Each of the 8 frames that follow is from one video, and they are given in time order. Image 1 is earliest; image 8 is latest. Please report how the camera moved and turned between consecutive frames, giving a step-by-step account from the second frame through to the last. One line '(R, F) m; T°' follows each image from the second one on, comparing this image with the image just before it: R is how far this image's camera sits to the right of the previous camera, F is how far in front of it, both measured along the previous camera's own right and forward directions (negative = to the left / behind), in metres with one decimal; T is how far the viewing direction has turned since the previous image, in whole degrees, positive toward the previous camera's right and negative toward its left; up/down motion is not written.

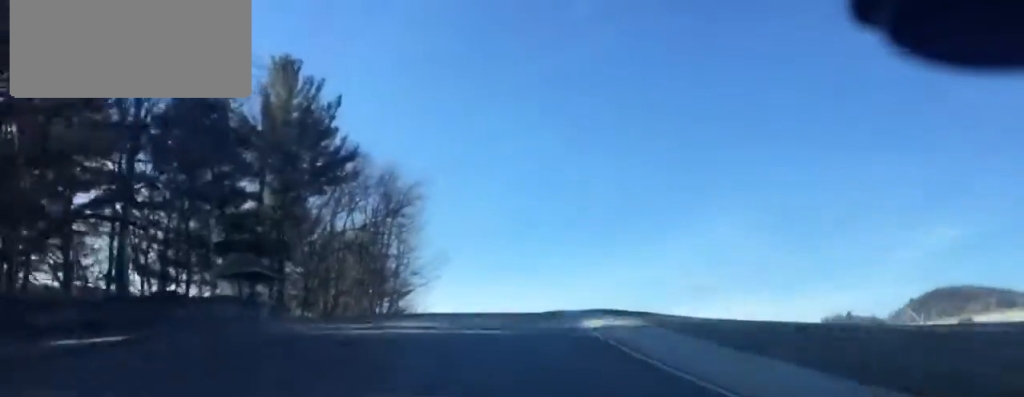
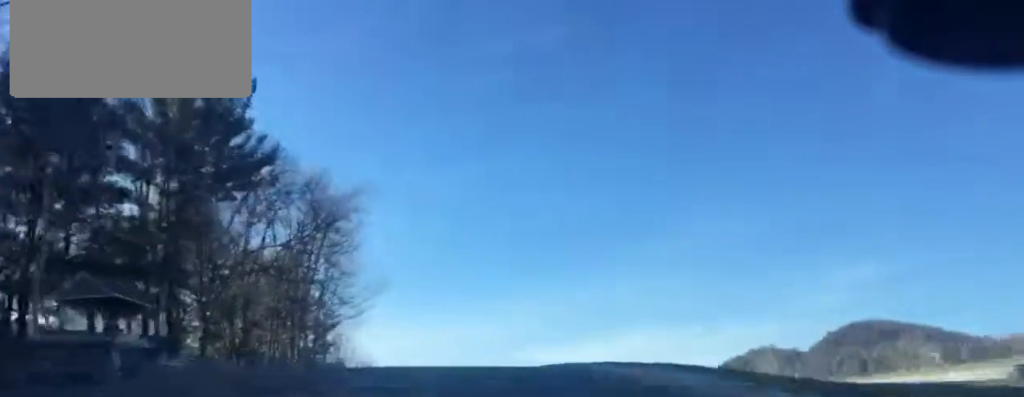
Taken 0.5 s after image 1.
(+4.3, +14.9) m; +13°
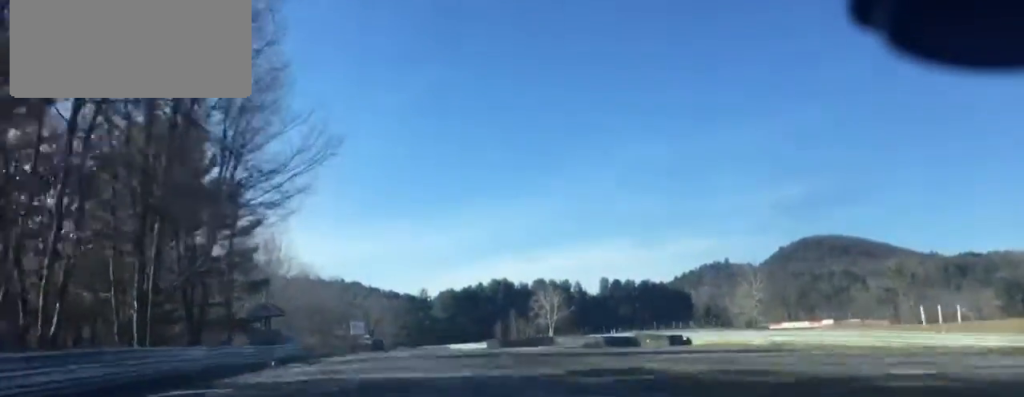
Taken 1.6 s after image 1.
(+9.3, +35.5) m; +16°
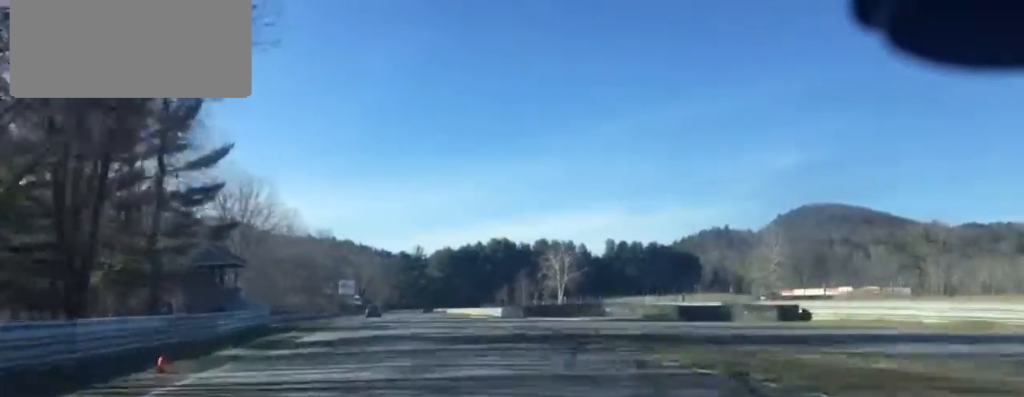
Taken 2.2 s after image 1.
(+1.3, +20.6) m; 0°
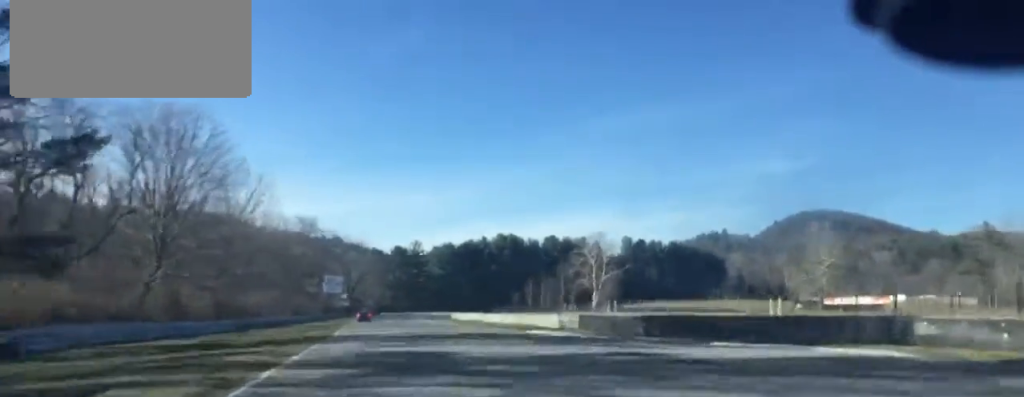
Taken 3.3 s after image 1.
(-3.7, +38.5) m; -5°
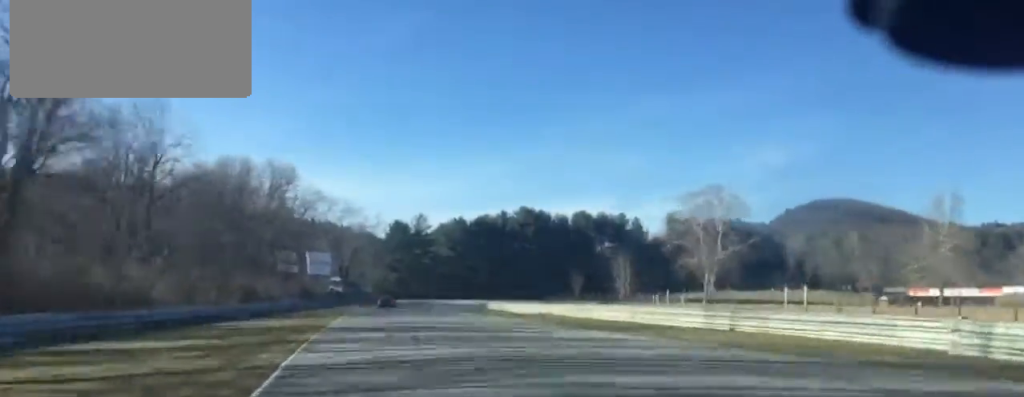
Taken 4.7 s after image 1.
(-0.5, +53.6) m; -1°
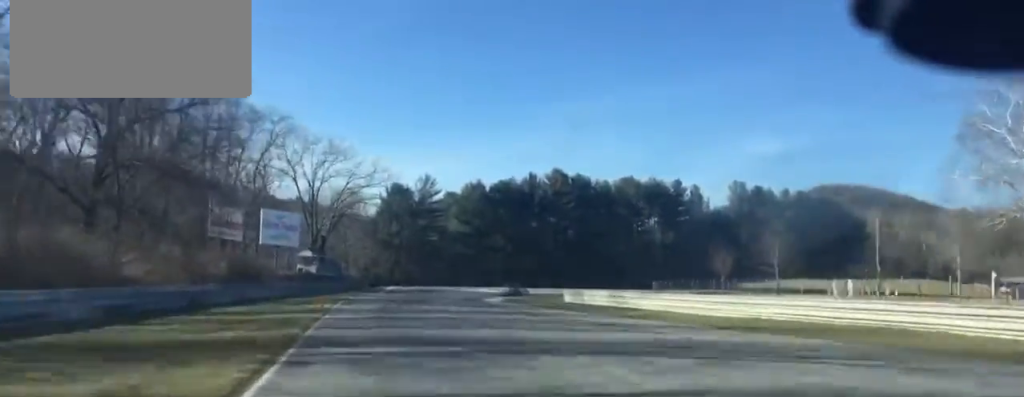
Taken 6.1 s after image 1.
(+0.4, +50.3) m; +2°
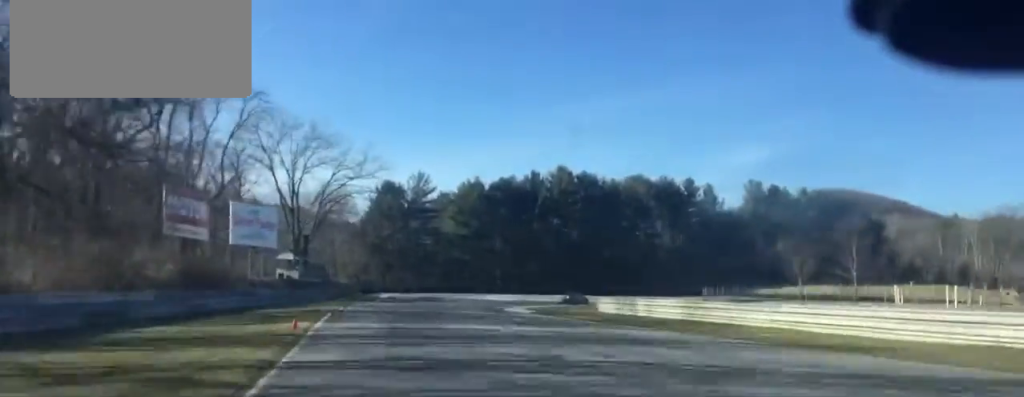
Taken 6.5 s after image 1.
(+0.1, +14.2) m; +1°
